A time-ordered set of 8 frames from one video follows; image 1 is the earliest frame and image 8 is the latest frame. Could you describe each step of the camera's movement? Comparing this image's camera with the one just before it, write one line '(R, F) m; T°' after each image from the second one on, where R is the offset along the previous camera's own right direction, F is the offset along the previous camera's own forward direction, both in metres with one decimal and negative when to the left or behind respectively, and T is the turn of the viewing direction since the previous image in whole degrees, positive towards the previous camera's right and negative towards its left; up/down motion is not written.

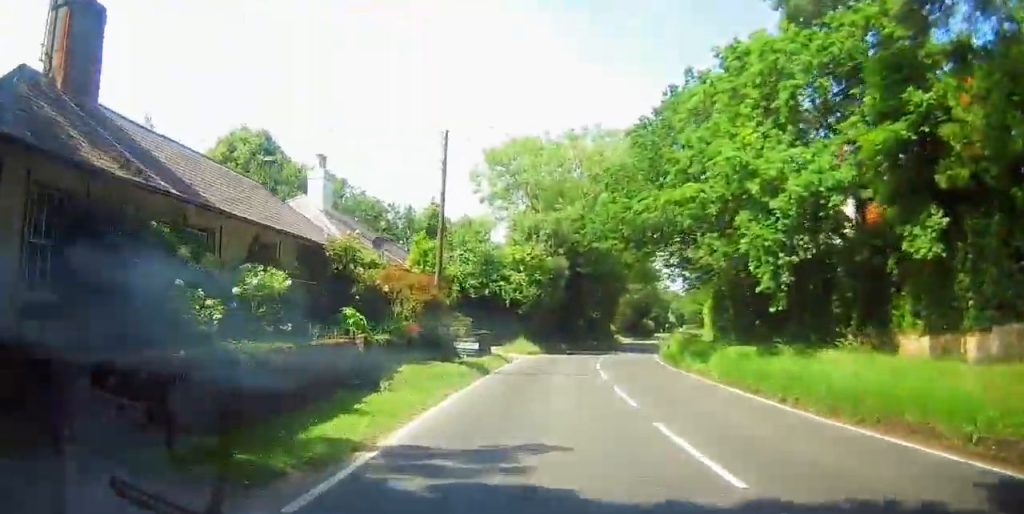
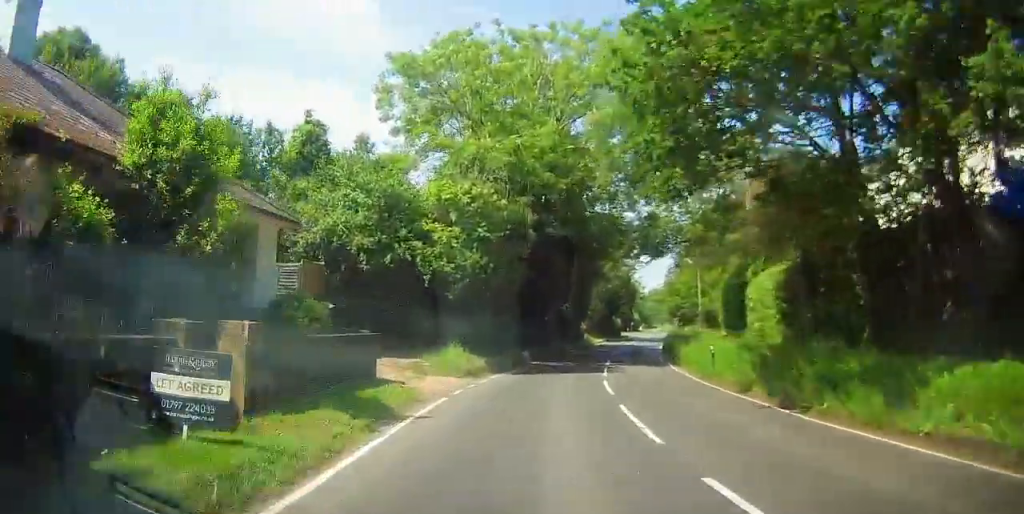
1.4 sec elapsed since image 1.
(+0.4, +16.4) m; +7°
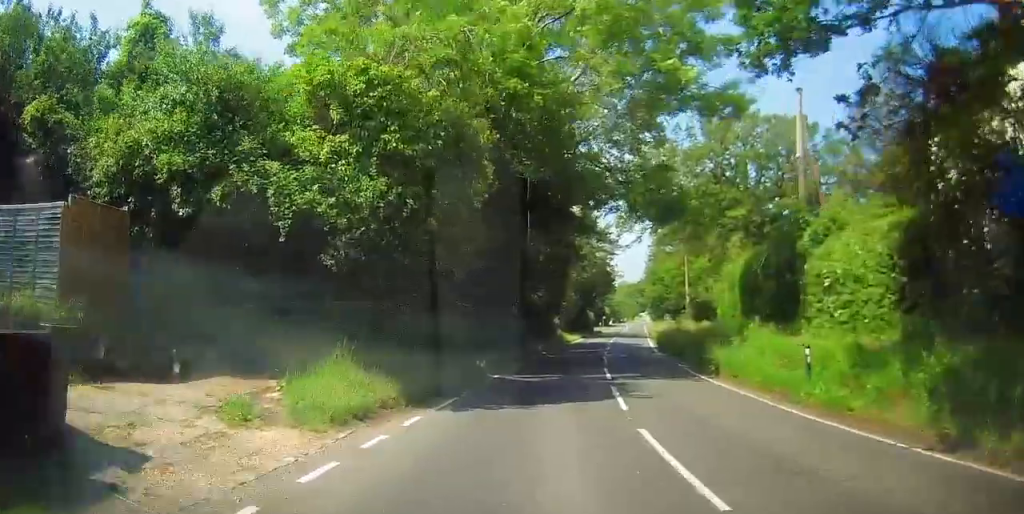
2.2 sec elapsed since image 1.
(+0.6, +9.6) m; +5°
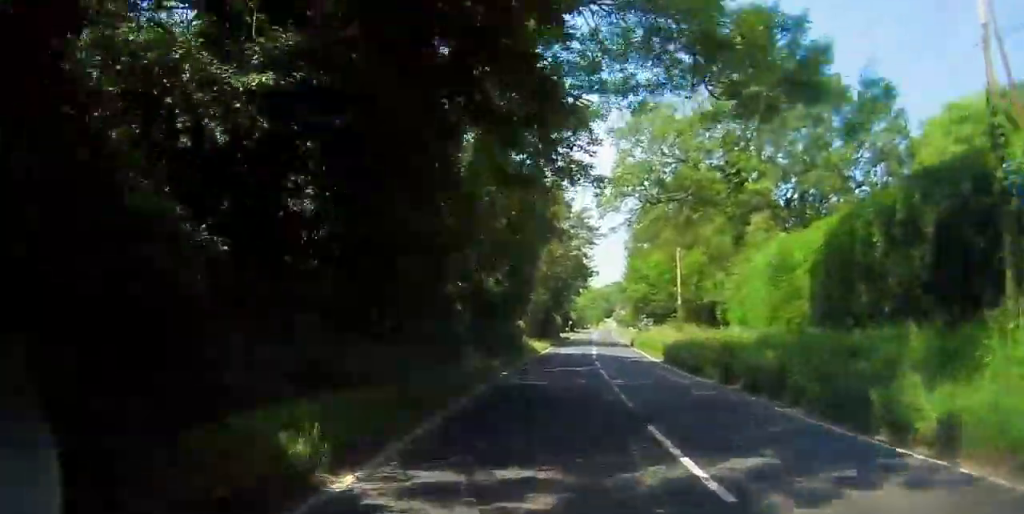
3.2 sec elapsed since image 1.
(+0.7, +12.3) m; +4°
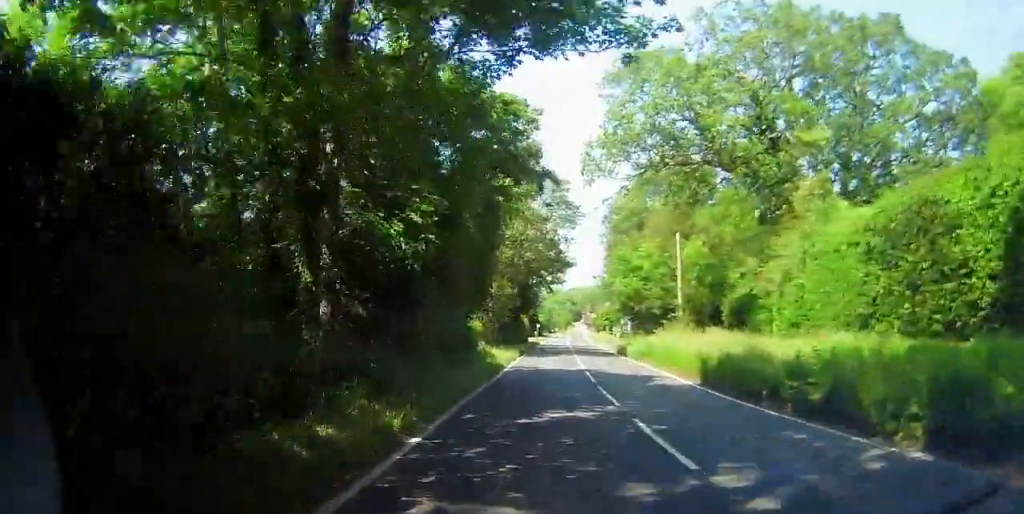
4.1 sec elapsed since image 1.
(0.0, +11.3) m; +2°
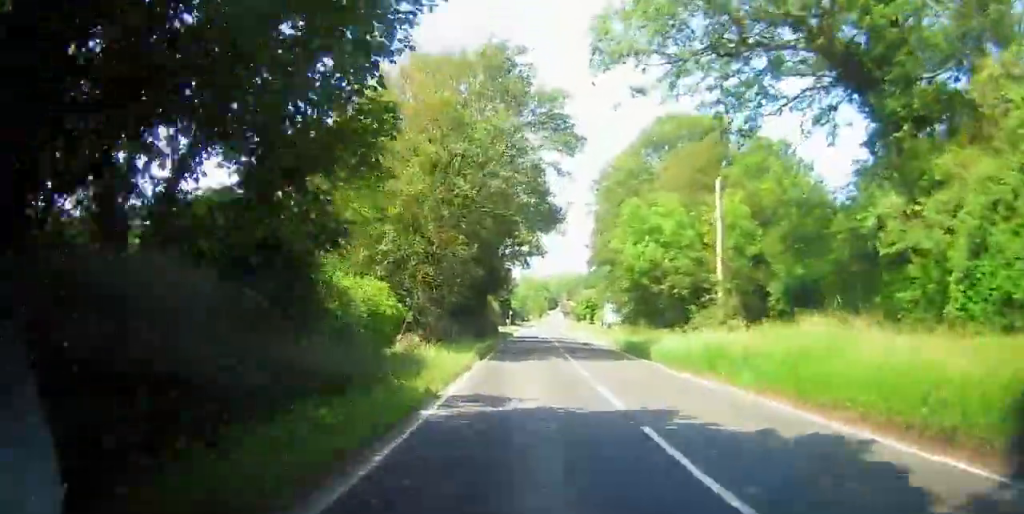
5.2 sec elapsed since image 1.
(+0.5, +15.0) m; +1°
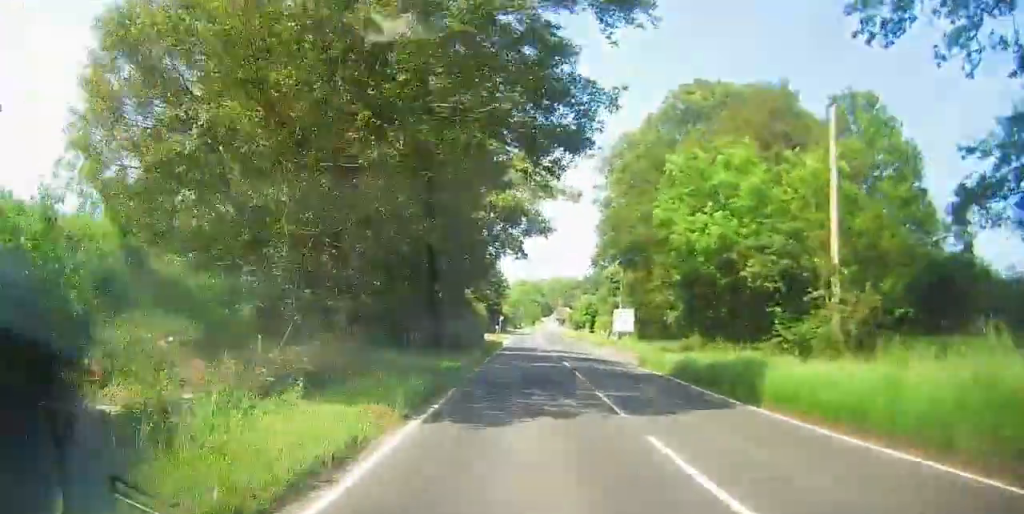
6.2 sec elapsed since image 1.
(-0.1, +12.6) m; 0°
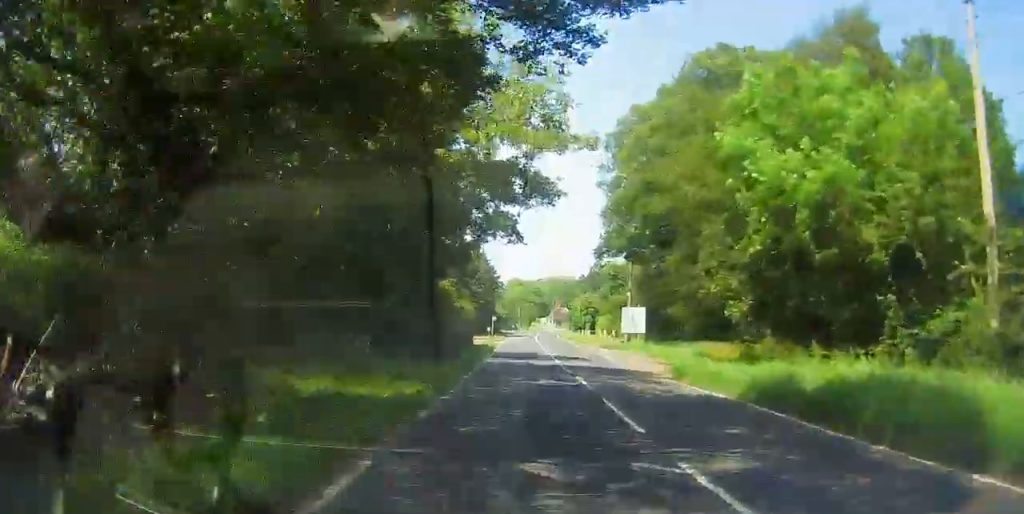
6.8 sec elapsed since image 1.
(0.0, +7.9) m; 0°
